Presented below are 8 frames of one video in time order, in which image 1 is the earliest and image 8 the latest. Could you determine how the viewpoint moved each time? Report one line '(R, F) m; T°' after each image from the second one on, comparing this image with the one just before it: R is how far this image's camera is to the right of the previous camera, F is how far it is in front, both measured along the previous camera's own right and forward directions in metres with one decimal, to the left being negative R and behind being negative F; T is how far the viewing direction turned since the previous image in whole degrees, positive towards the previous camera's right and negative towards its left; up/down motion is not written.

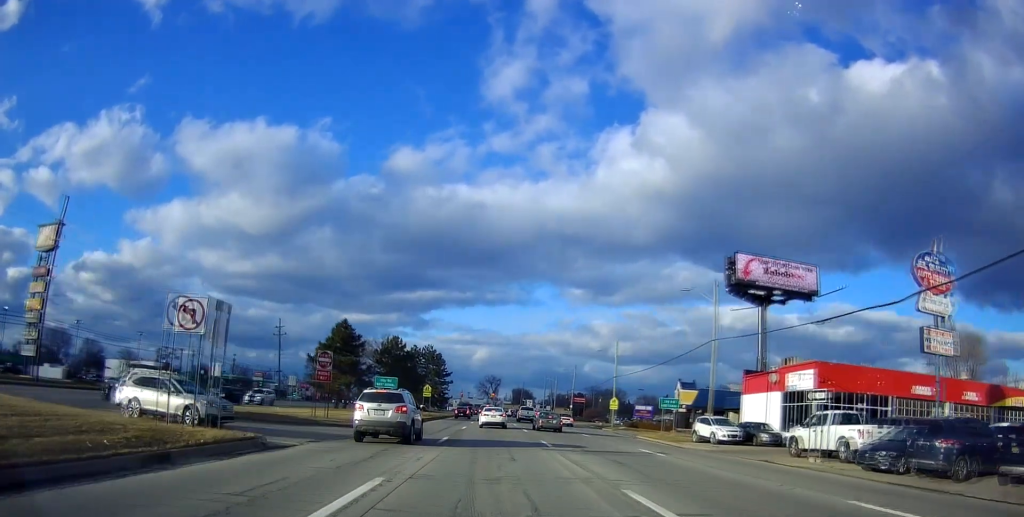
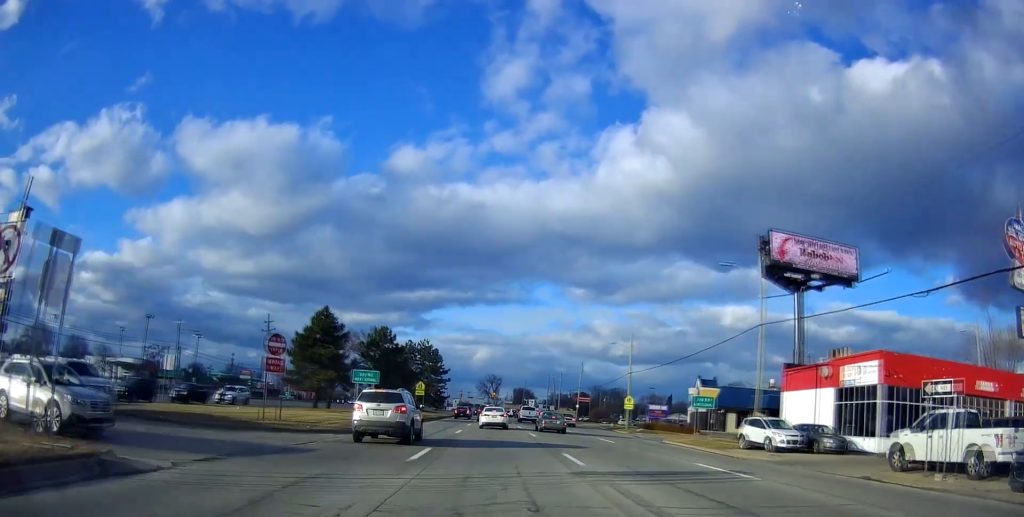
(0.0, +7.6) m; 0°
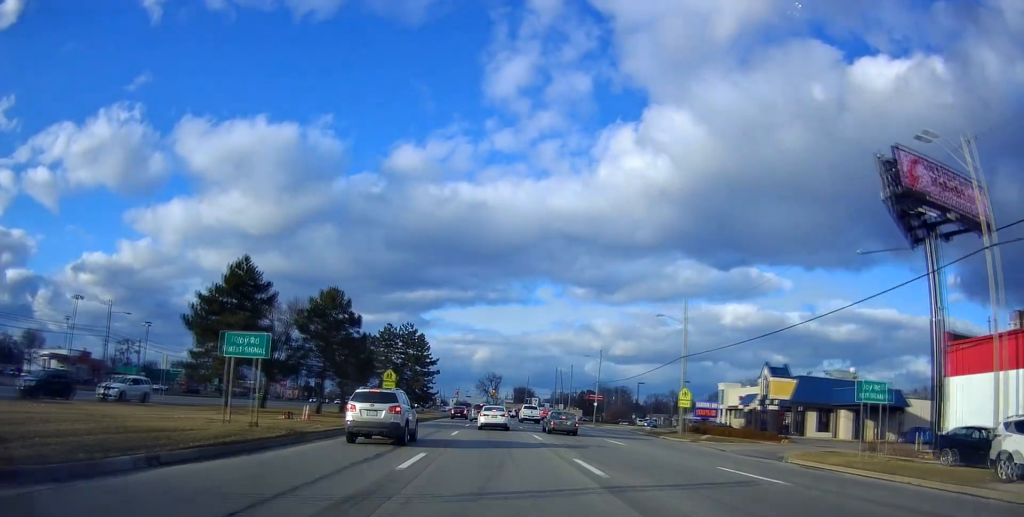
(+0.1, +19.8) m; 0°
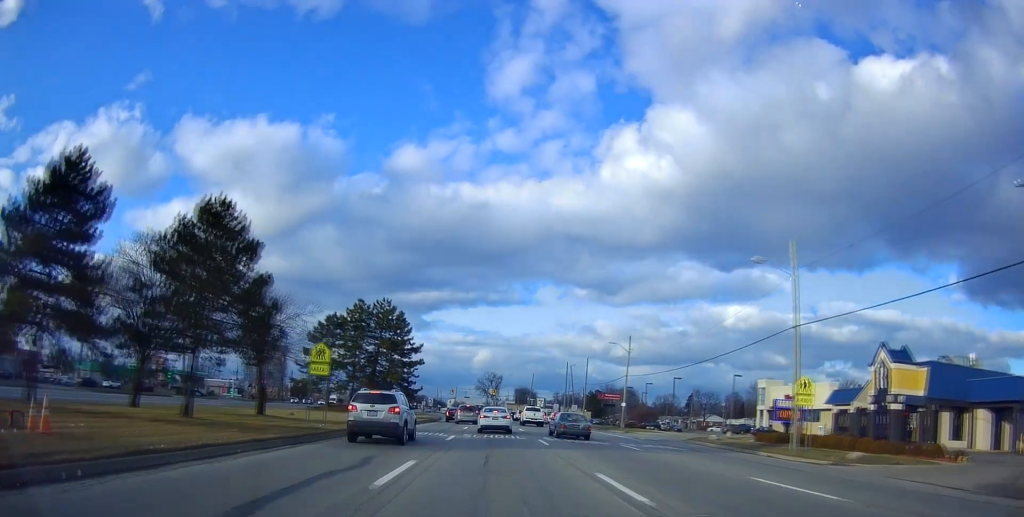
(-0.2, +20.4) m; 0°
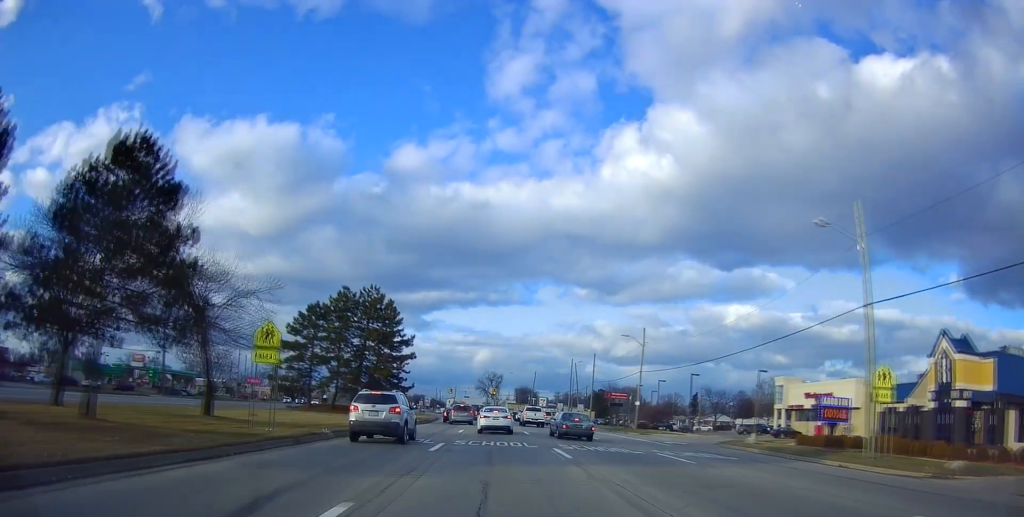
(+0.1, +7.2) m; 0°
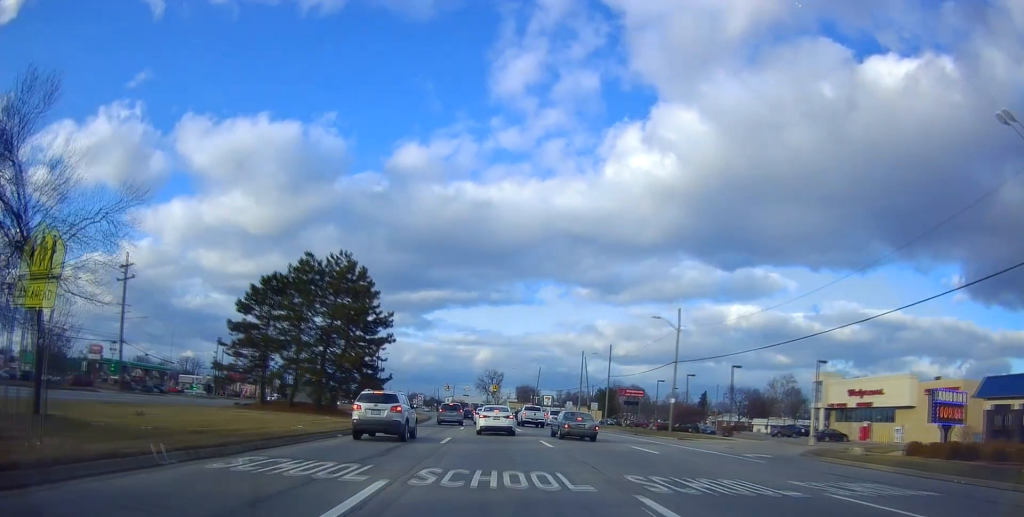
(0.0, +13.1) m; -2°
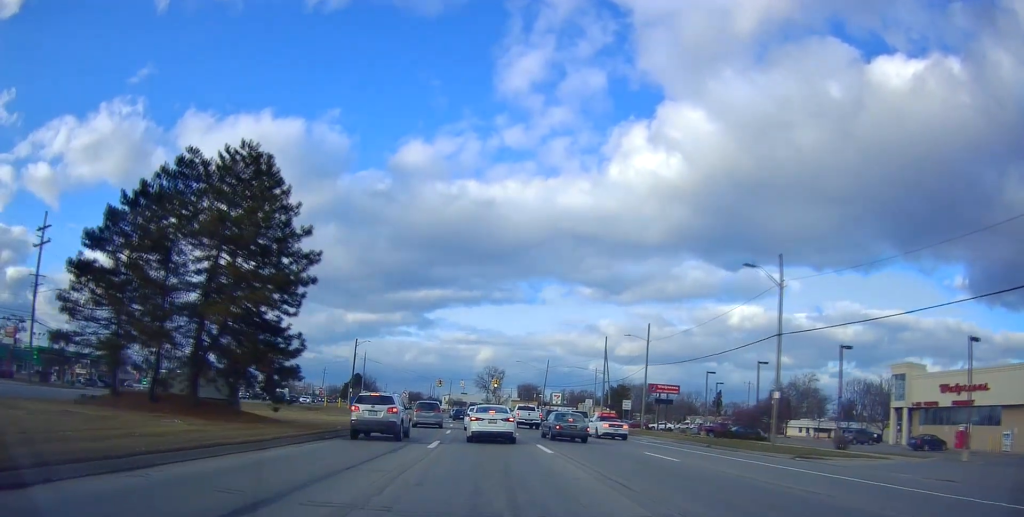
(-0.3, +22.4) m; -1°
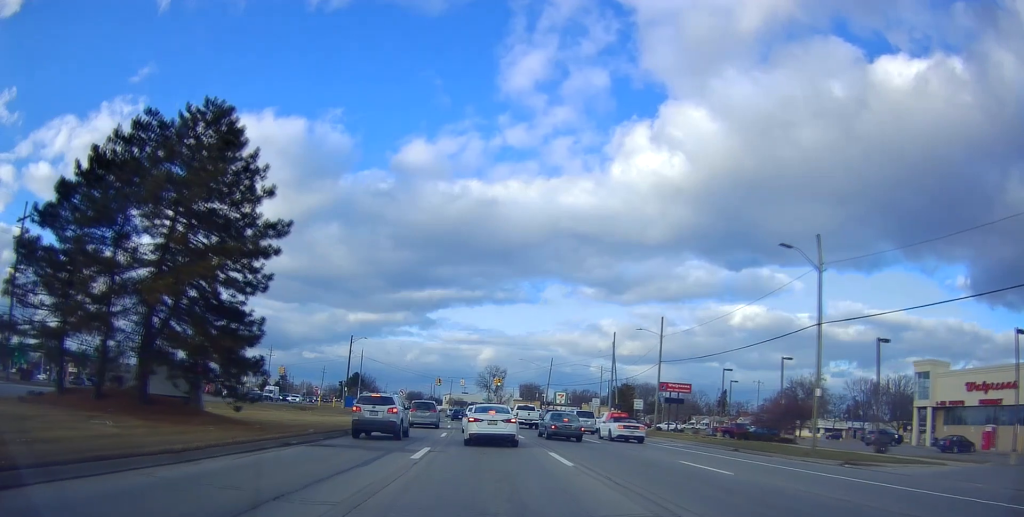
(0.0, +5.8) m; 0°
